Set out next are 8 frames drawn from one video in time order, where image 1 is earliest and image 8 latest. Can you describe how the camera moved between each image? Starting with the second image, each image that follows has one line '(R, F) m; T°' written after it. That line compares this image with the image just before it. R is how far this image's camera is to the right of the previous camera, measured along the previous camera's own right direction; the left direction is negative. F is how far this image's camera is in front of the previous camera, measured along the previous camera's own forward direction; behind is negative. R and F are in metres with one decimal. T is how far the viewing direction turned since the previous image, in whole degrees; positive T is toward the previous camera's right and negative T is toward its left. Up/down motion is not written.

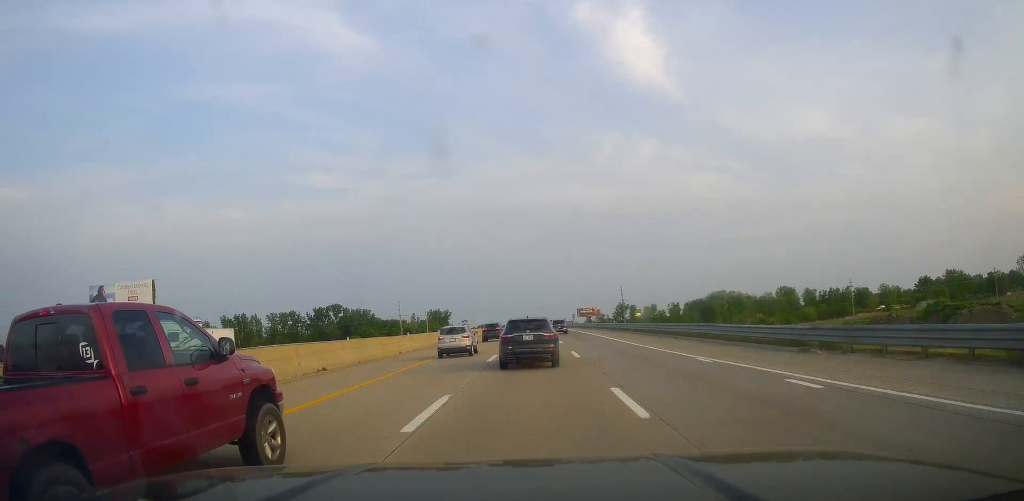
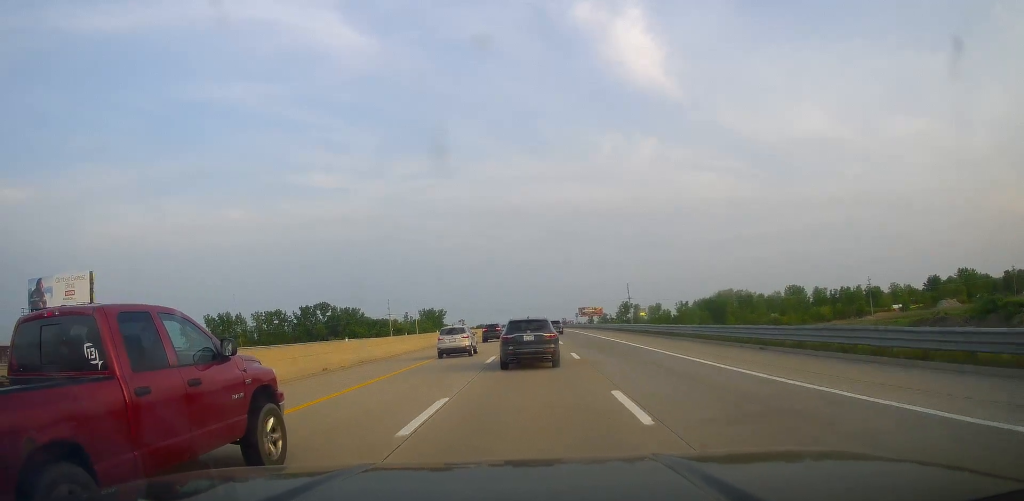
(+0.1, +15.8) m; 0°
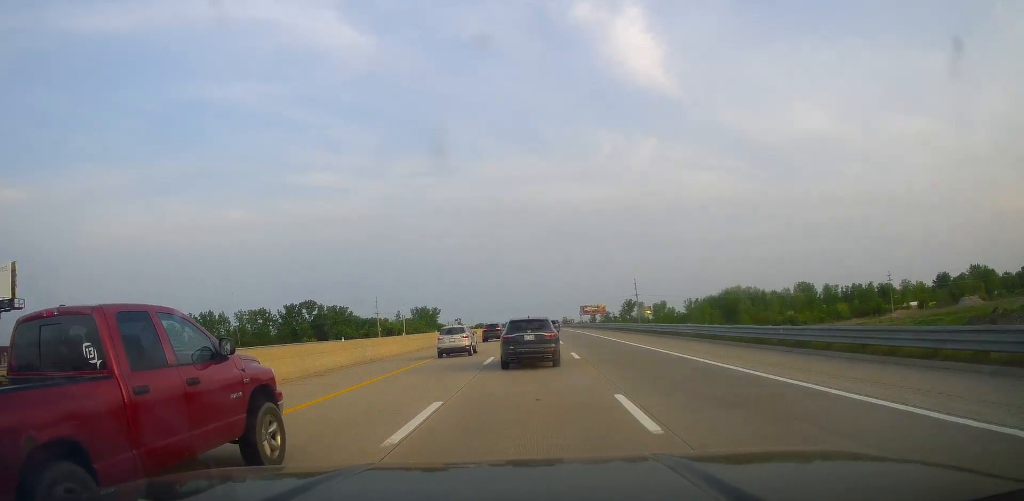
(0.0, +15.8) m; 0°
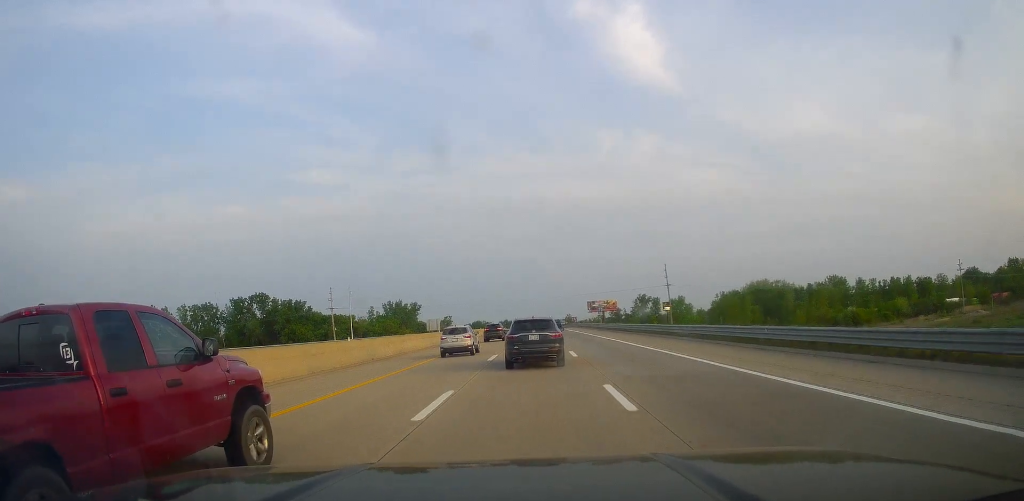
(0.0, +44.2) m; 0°
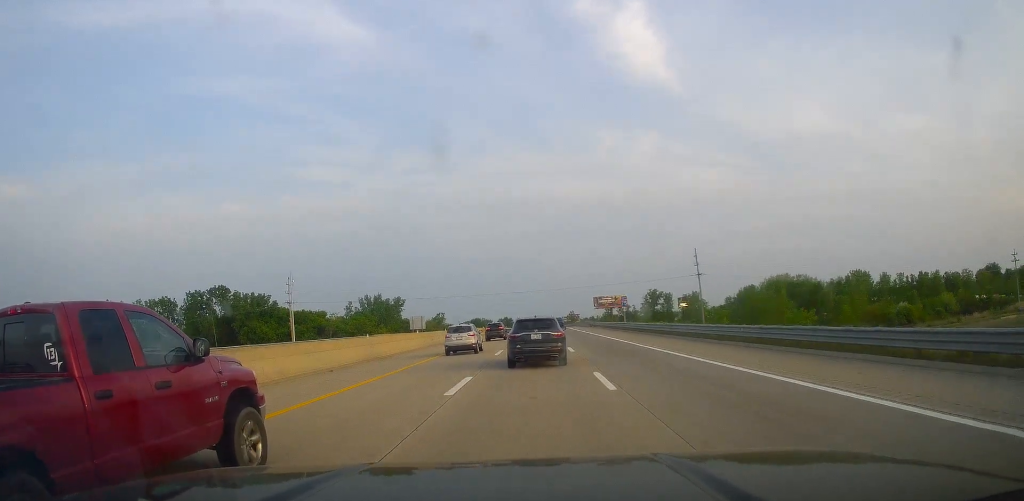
(0.0, +27.3) m; 0°
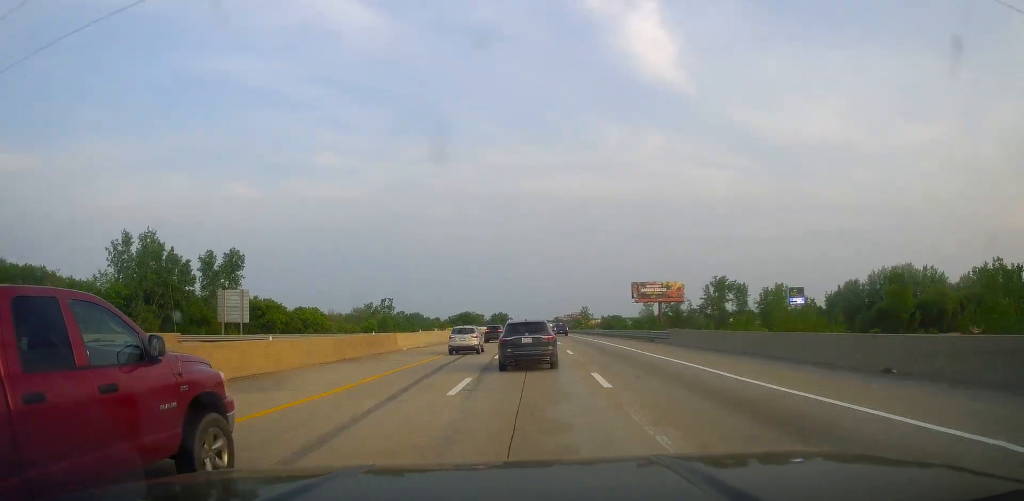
(0.0, +105.6) m; 0°
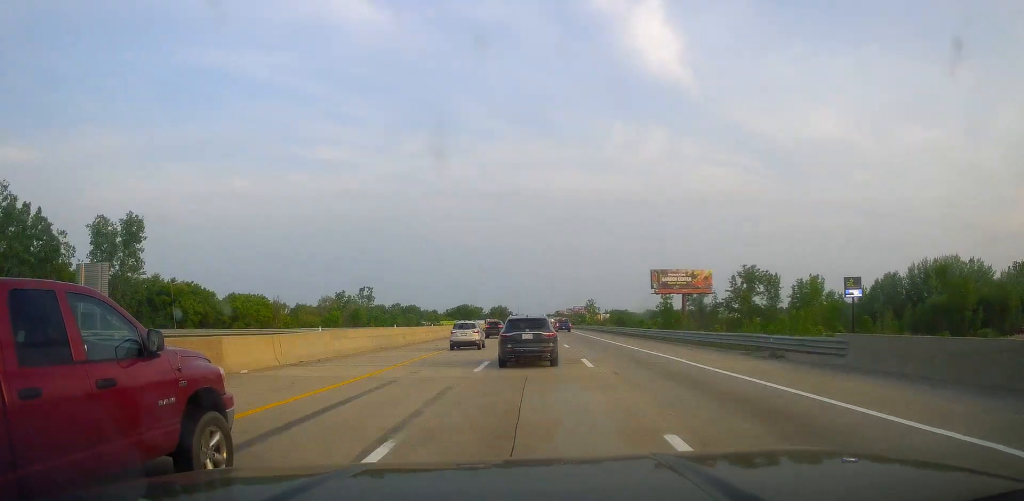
(0.0, +25.0) m; 0°
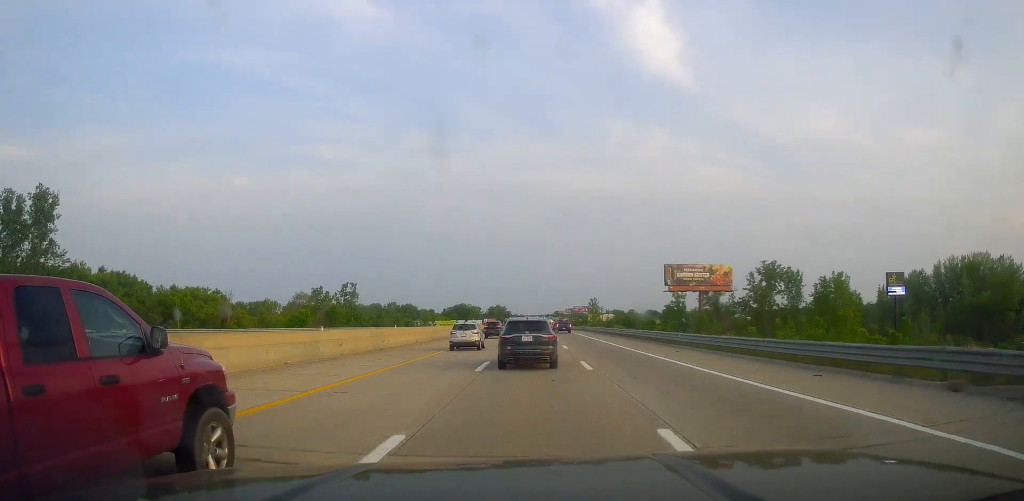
(0.0, +14.8) m; 0°
